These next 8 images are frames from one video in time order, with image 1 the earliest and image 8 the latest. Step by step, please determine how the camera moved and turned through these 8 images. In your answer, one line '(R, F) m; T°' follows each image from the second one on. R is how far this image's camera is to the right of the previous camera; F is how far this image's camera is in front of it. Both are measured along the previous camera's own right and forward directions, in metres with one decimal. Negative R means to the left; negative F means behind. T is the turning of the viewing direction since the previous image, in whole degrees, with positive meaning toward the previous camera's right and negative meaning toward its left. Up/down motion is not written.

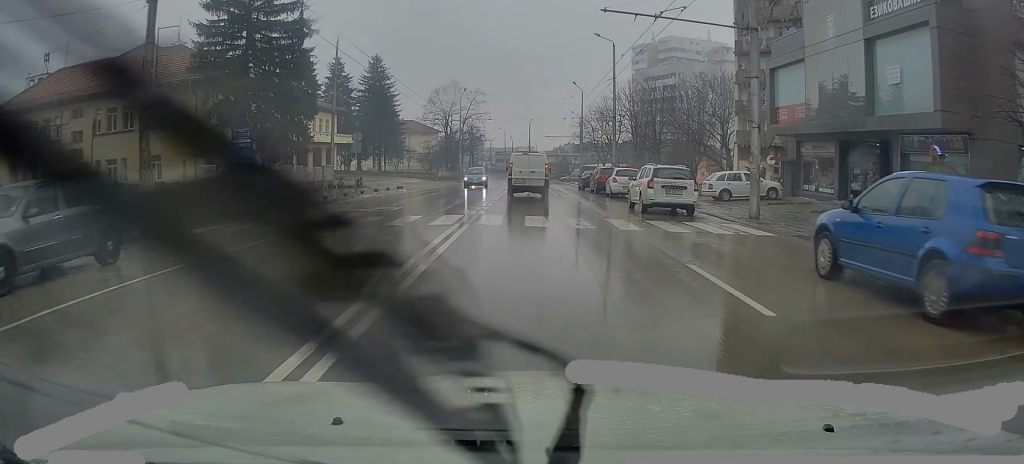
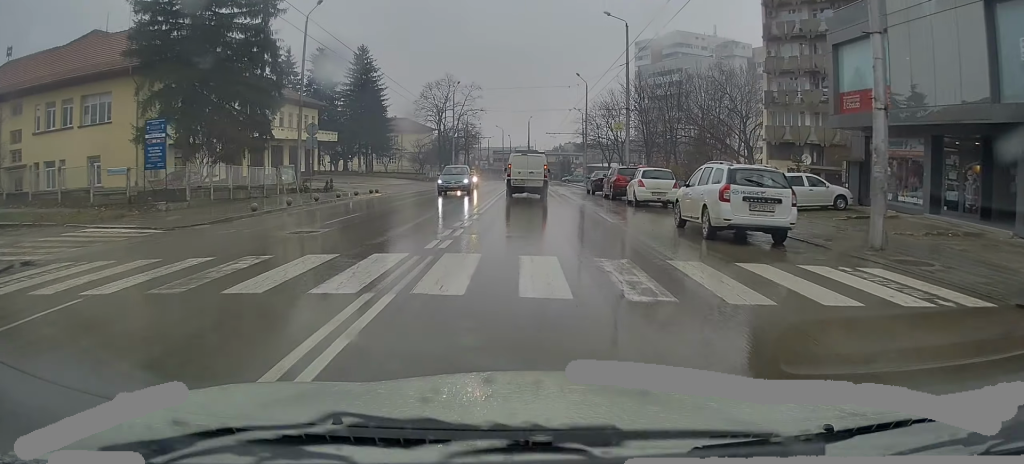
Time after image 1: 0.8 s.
(-0.1, +7.9) m; -1°
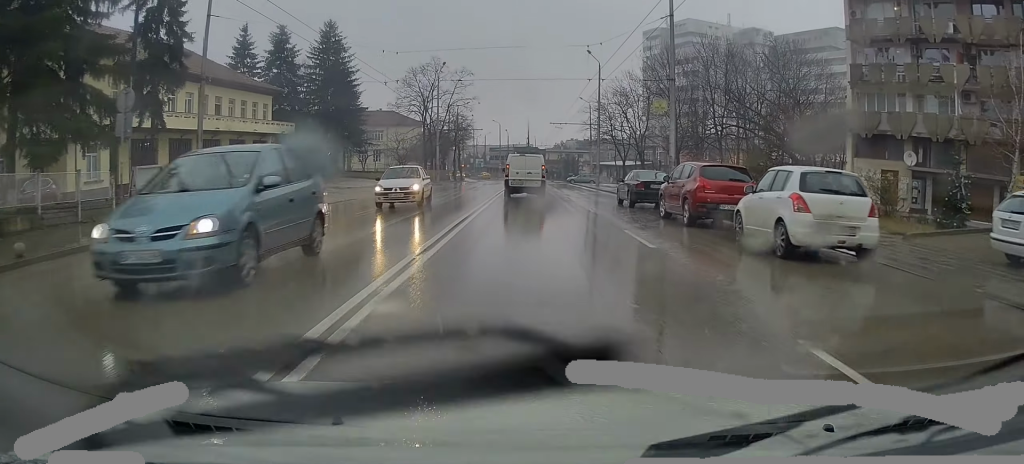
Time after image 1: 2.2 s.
(+0.2, +15.4) m; 0°
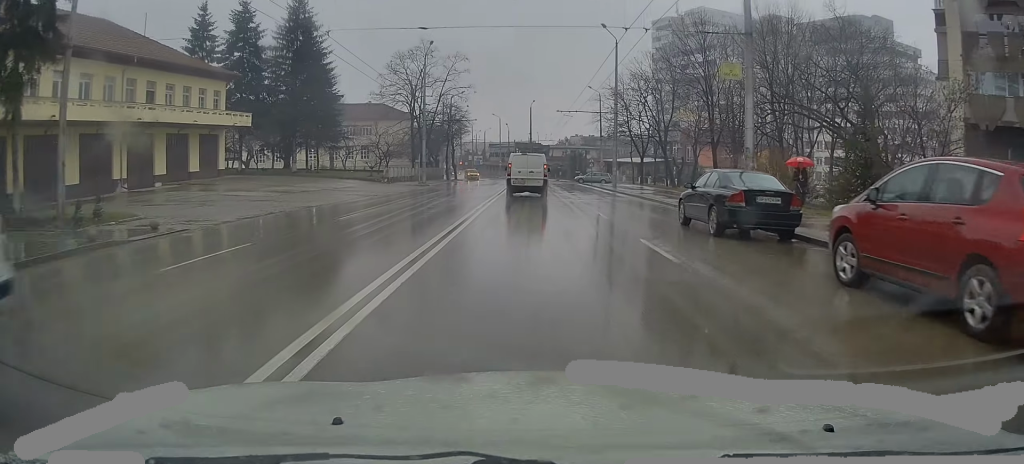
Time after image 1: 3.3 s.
(-0.2, +11.6) m; -1°
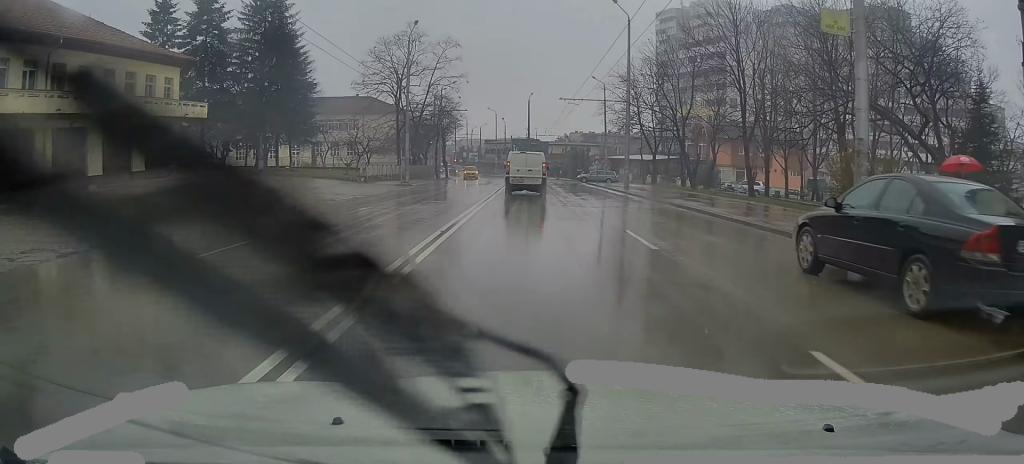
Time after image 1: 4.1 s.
(0.0, +7.8) m; 0°
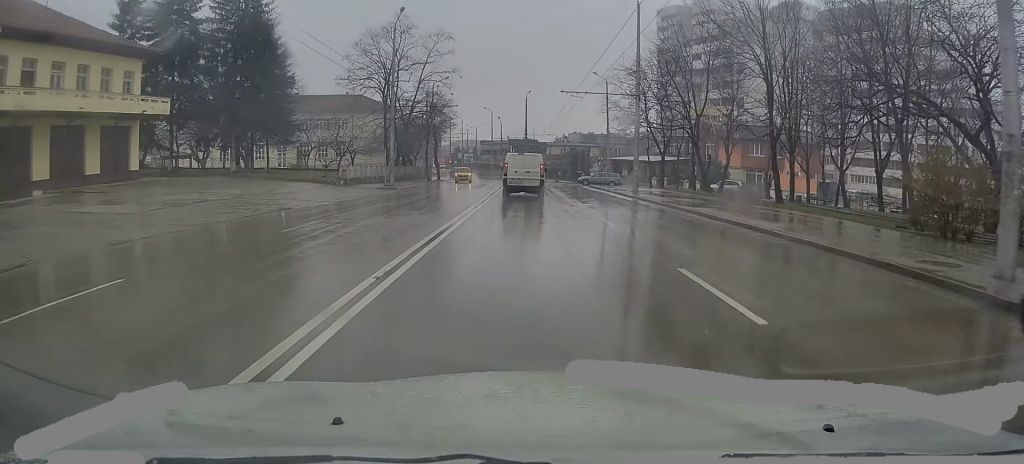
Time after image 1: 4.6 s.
(0.0, +5.1) m; 0°
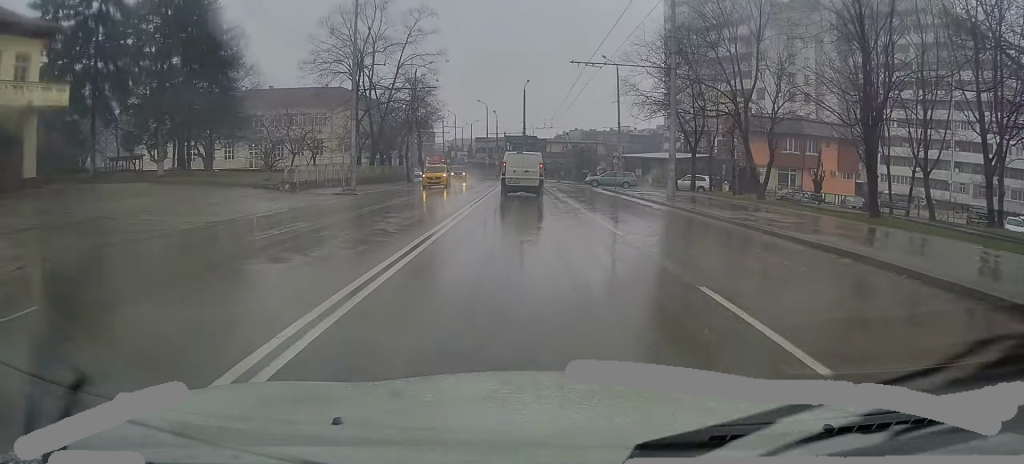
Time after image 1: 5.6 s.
(+0.1, +10.6) m; +2°
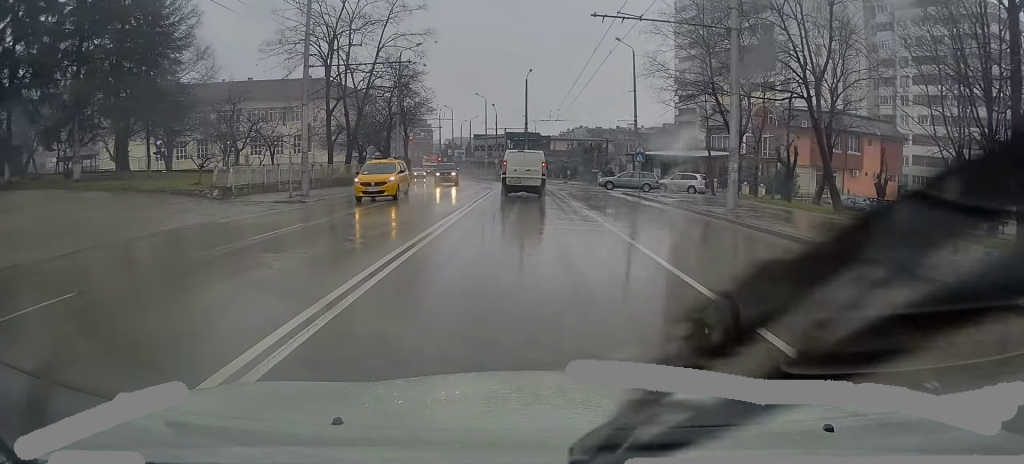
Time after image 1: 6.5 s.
(+0.2, +8.9) m; +1°
